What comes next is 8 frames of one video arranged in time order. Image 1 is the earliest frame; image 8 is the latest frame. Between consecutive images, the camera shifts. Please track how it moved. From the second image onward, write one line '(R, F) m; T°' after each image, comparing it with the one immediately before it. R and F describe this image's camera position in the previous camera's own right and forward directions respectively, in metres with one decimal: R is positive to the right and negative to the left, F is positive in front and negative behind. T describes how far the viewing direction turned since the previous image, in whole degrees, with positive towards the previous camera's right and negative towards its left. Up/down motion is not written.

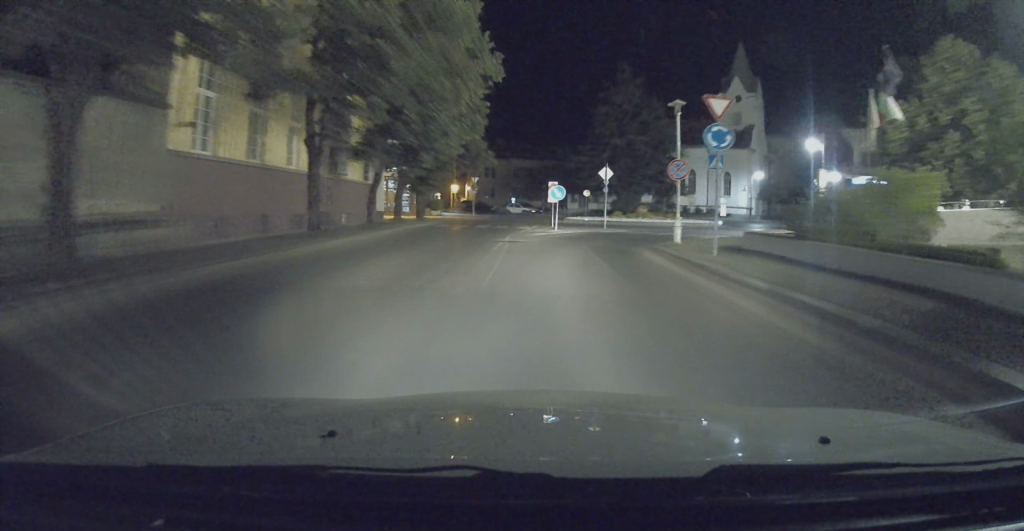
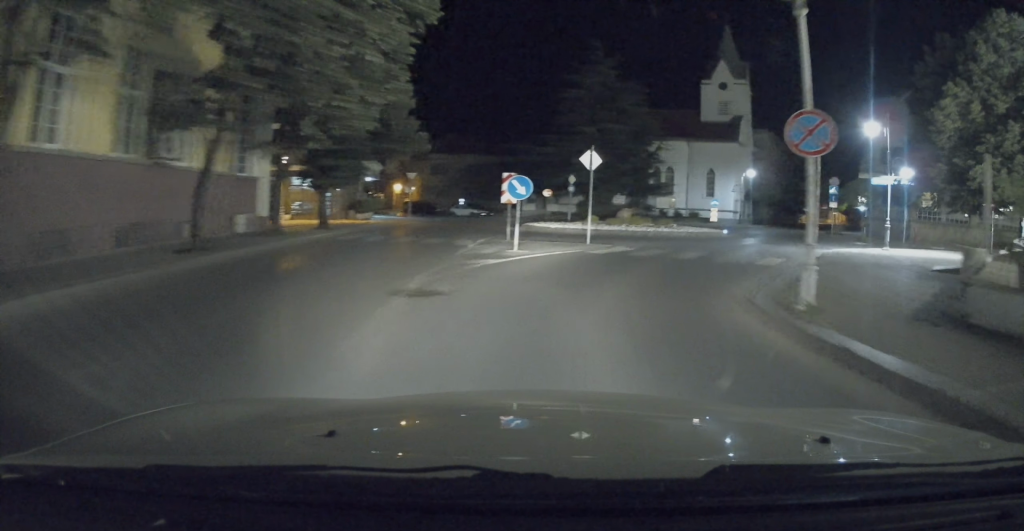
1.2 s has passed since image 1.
(+0.2, +10.6) m; +5°
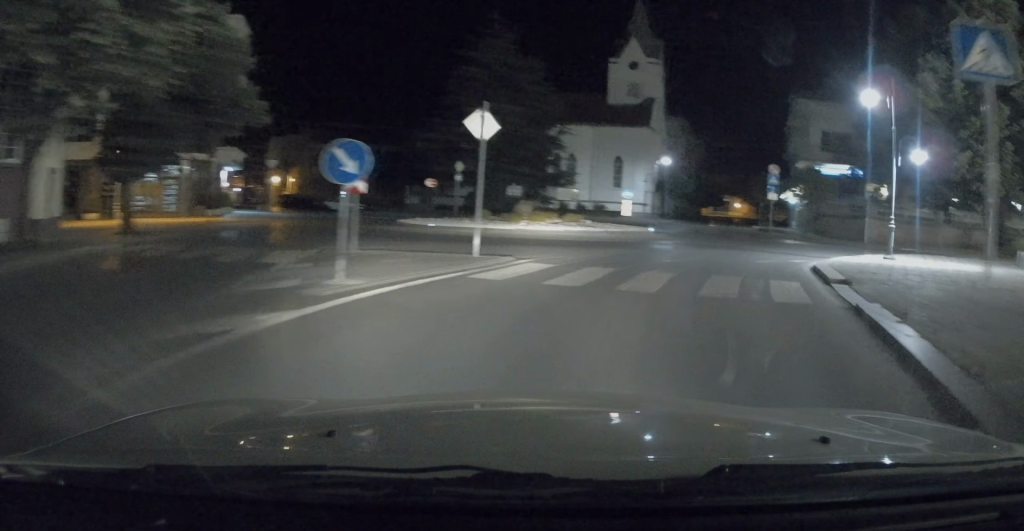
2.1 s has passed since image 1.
(+0.6, +7.3) m; +10°
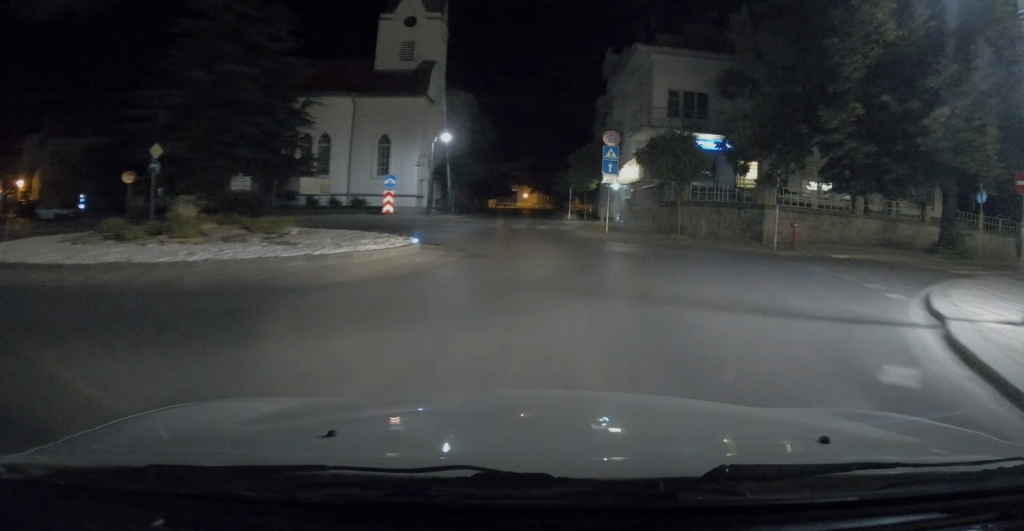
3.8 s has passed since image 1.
(+2.1, +12.9) m; +15°
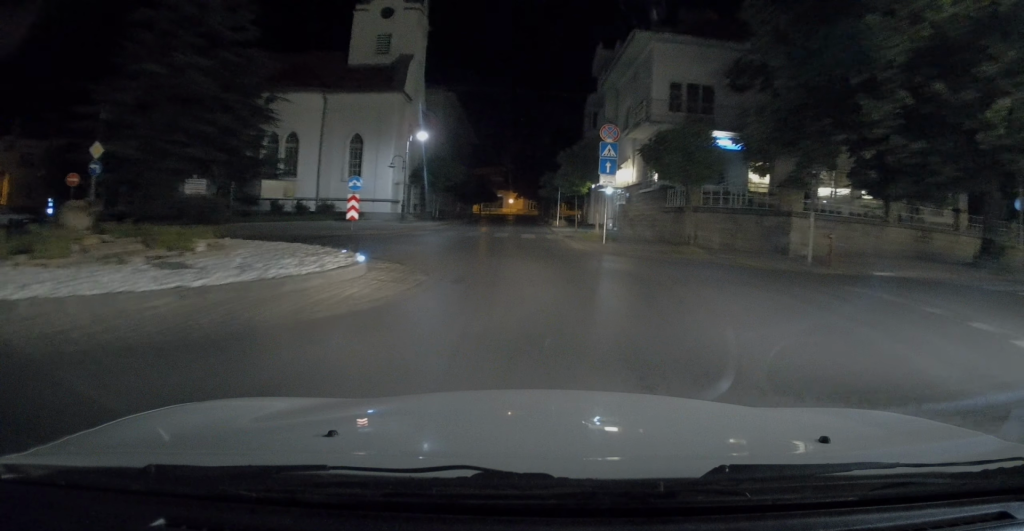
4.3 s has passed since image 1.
(0.0, +3.7) m; +3°
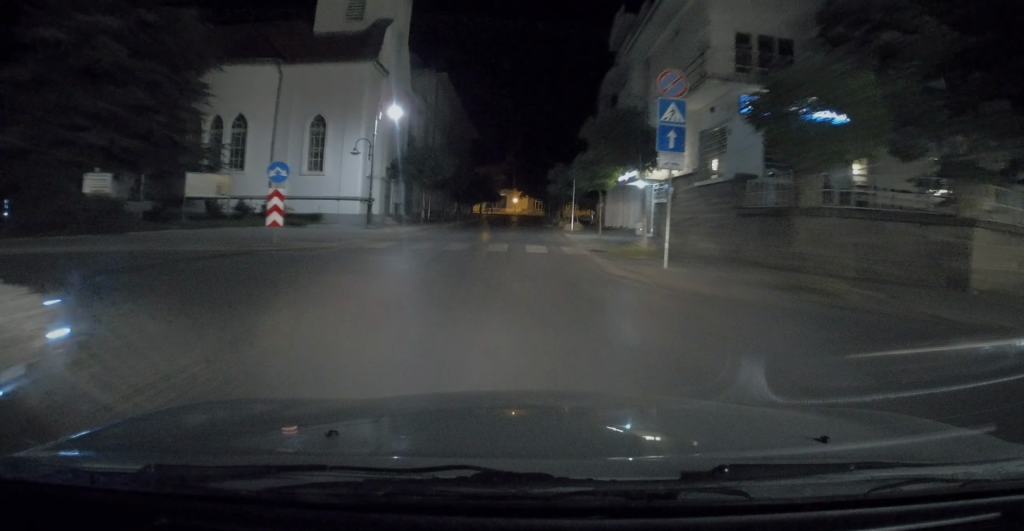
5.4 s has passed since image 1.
(+0.4, +8.2) m; +2°
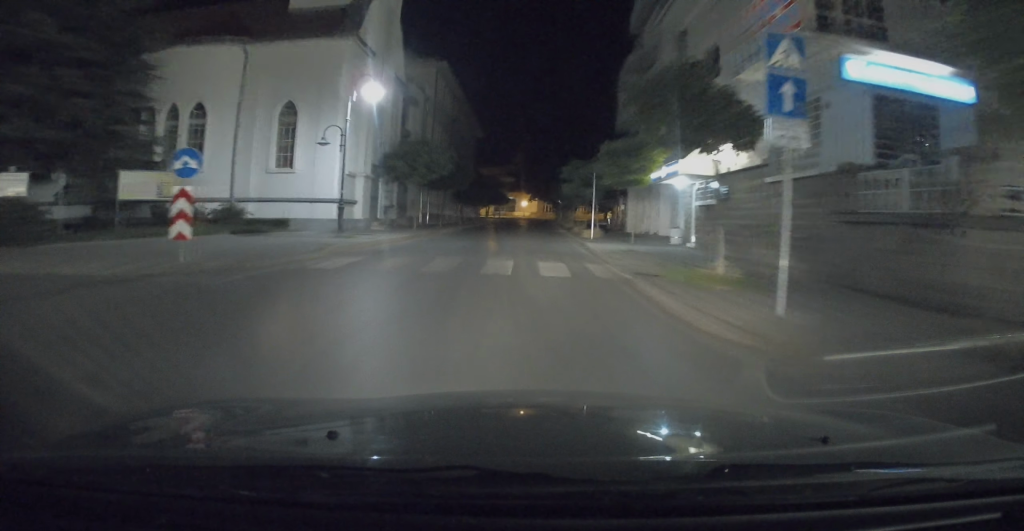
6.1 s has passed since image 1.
(-0.1, +5.2) m; -2°
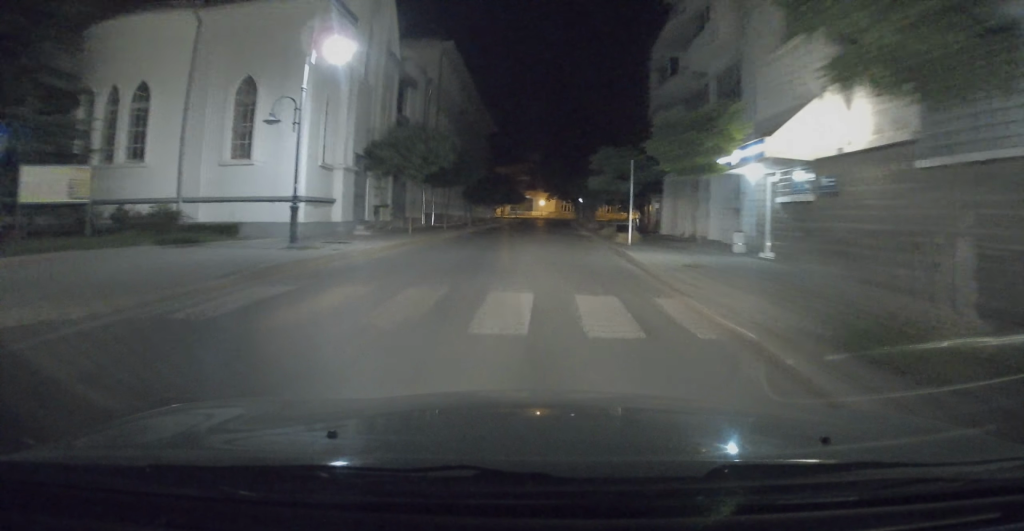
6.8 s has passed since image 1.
(-0.1, +5.4) m; -2°
